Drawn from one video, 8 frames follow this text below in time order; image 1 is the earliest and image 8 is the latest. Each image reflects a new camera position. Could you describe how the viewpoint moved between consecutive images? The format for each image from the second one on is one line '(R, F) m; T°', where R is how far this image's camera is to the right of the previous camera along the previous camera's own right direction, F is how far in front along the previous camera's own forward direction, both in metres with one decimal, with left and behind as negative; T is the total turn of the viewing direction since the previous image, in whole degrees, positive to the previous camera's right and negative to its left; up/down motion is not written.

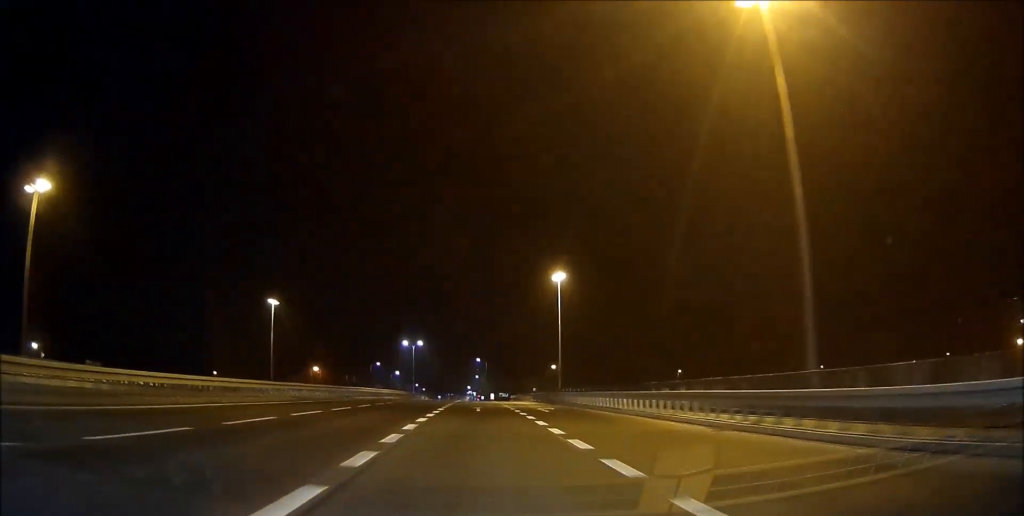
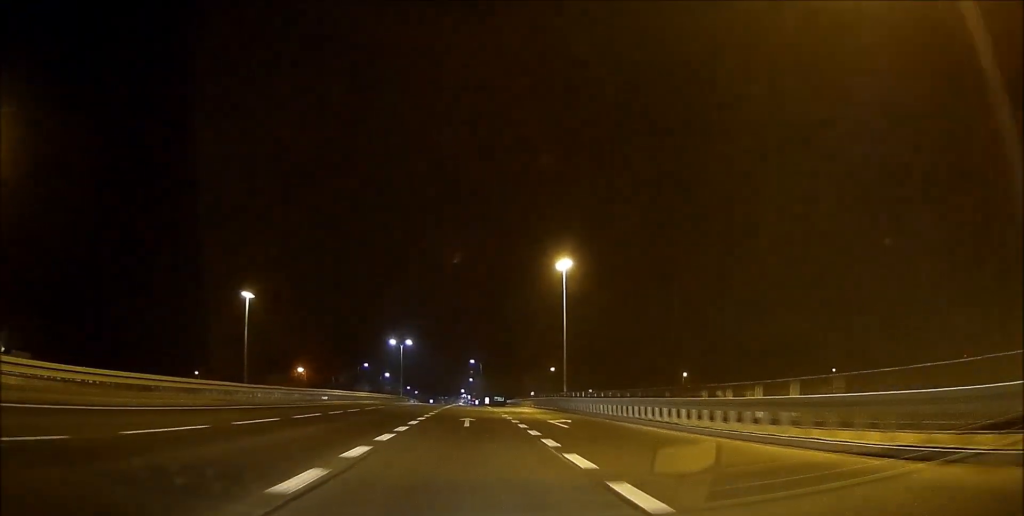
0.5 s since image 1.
(0.0, +10.1) m; 0°
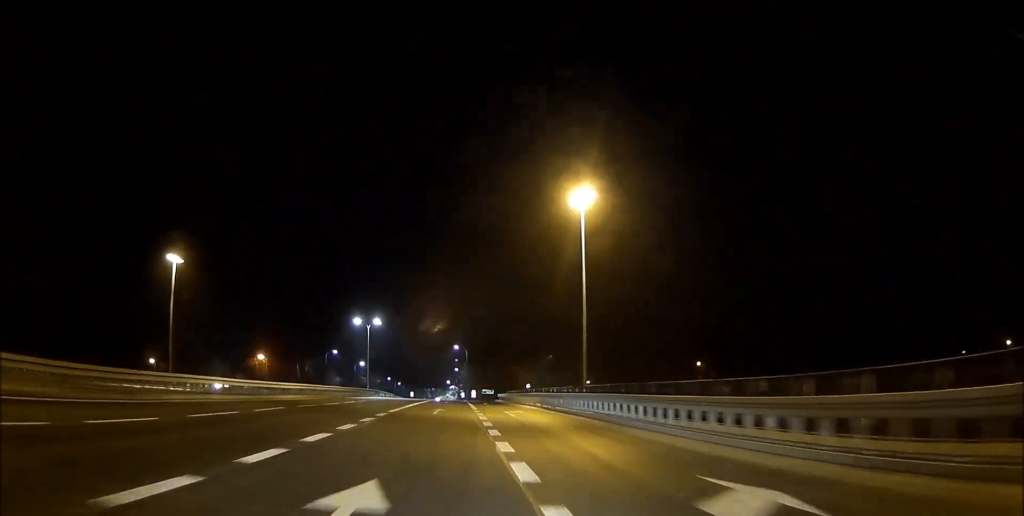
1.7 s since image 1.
(0.0, +21.7) m; 0°
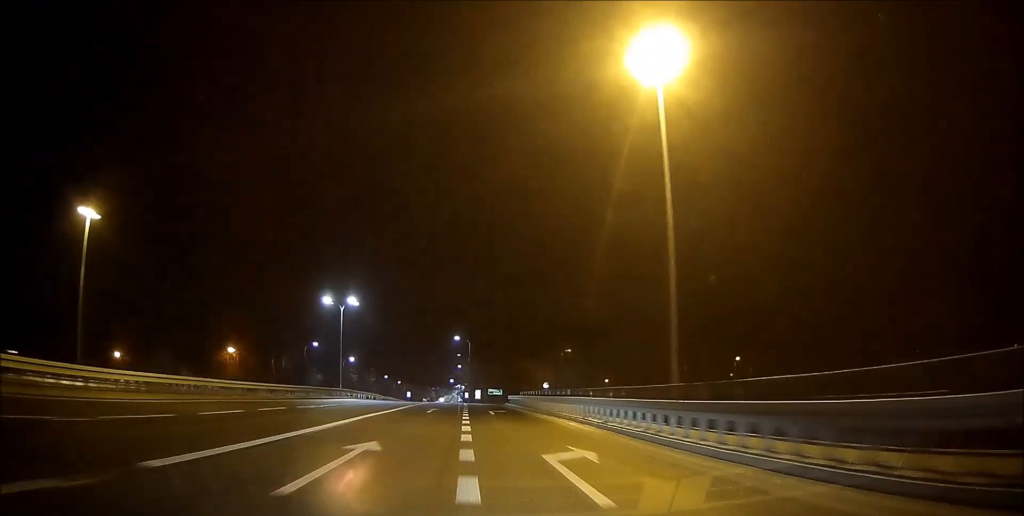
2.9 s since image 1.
(-0.1, +21.0) m; 0°
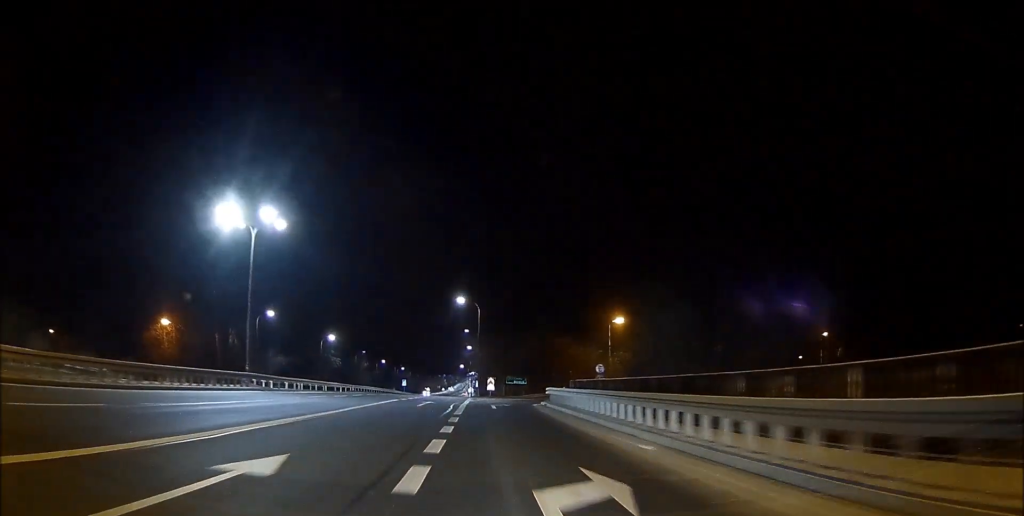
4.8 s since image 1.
(-0.1, +31.7) m; 0°
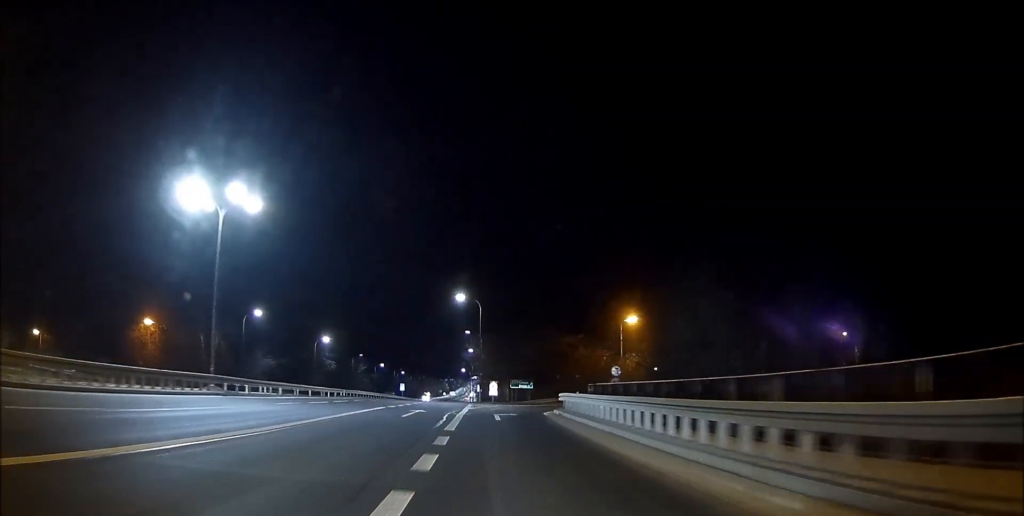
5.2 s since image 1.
(0.0, +5.9) m; 0°
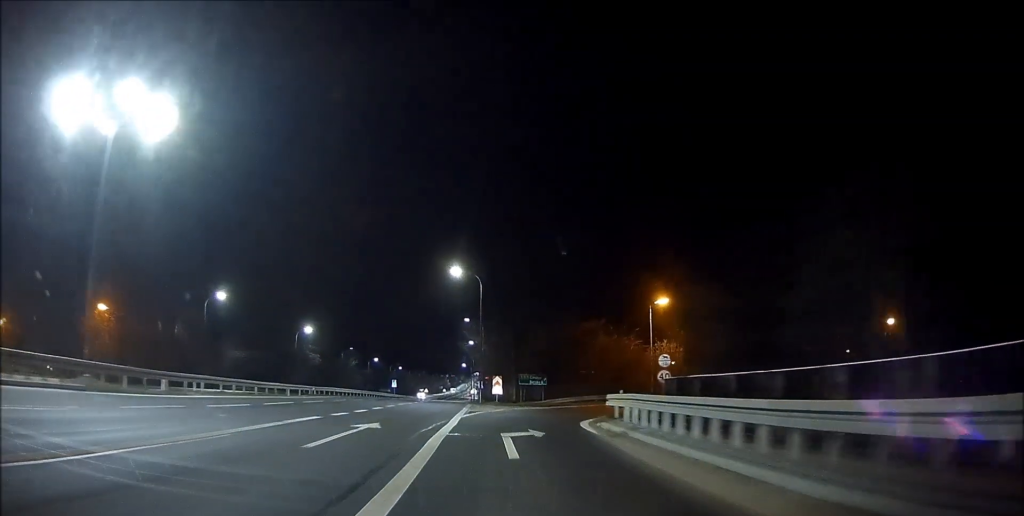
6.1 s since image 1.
(0.0, +12.7) m; +1°
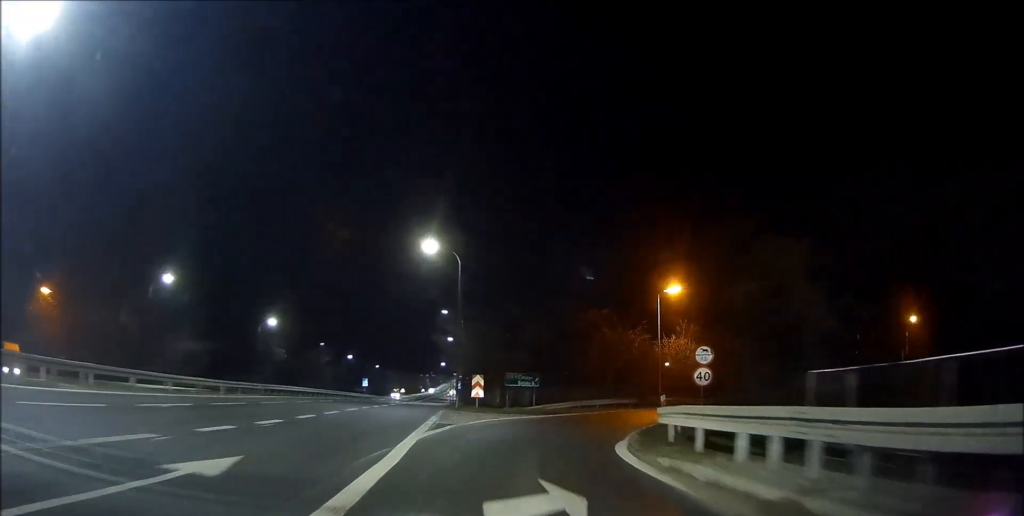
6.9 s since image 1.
(+0.1, +9.6) m; +3°
